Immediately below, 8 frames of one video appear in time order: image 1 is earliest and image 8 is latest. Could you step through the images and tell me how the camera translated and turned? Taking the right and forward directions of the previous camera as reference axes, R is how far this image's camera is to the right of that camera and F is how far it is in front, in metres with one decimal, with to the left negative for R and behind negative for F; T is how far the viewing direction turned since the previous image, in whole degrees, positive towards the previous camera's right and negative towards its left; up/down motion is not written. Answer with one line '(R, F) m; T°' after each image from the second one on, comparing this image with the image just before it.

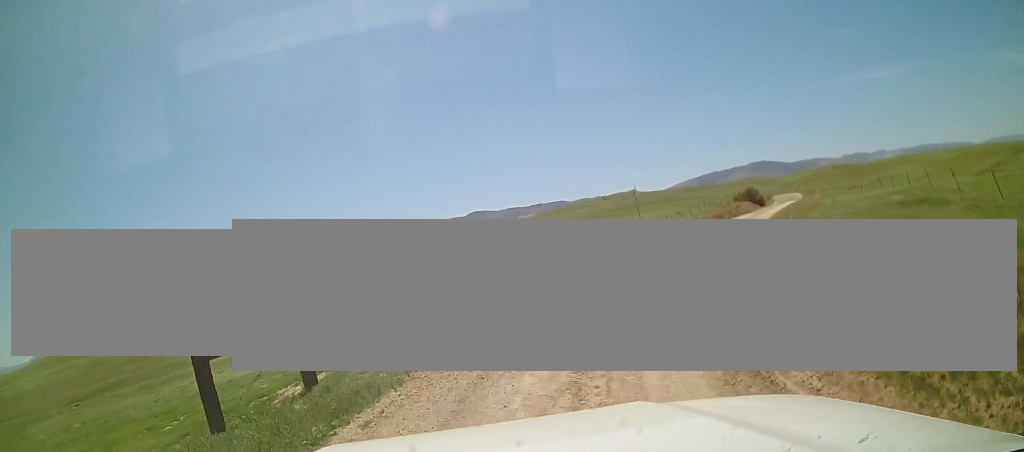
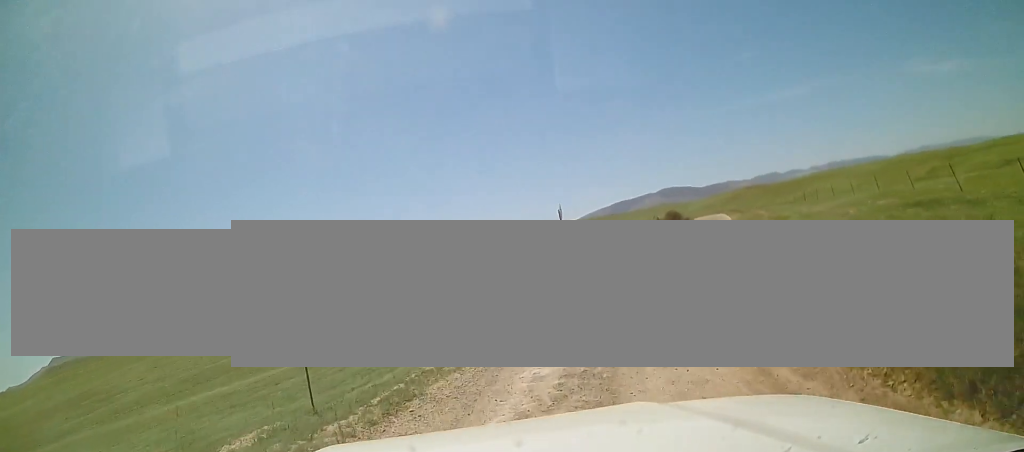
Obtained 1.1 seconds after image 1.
(+0.2, +6.2) m; +7°
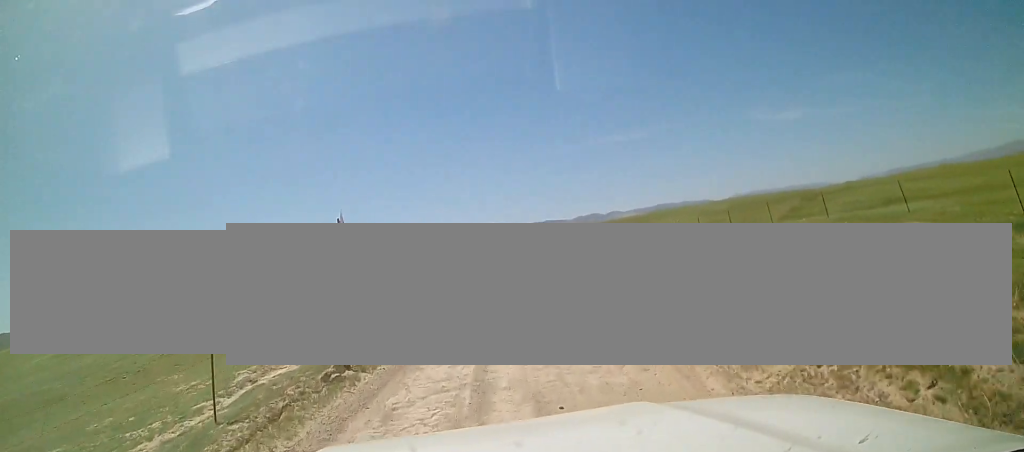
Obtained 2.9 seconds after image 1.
(+1.7, +11.3) m; +15°
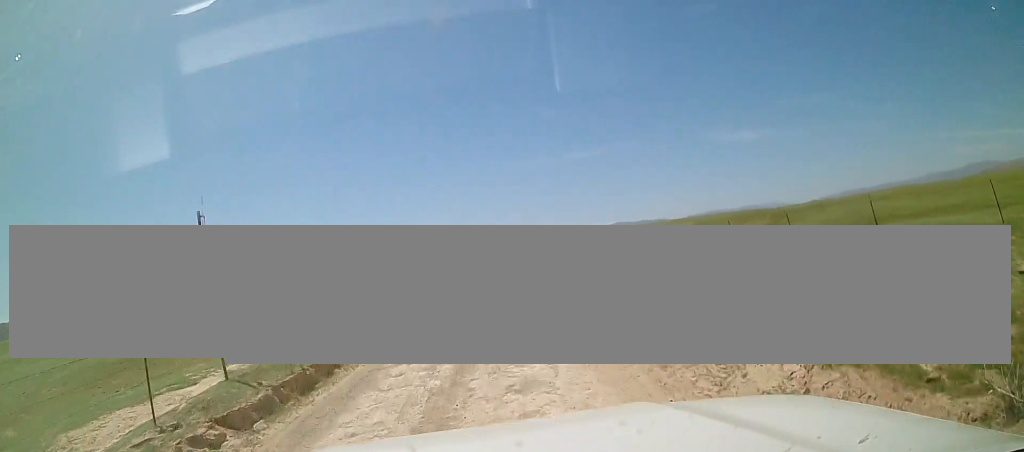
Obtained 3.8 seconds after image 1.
(+0.2, +5.6) m; +6°
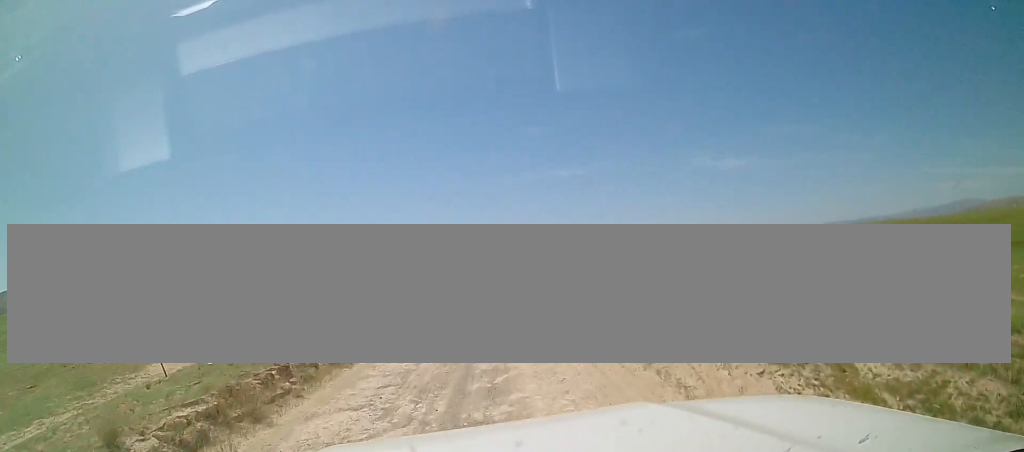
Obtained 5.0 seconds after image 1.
(+0.7, +8.9) m; +5°
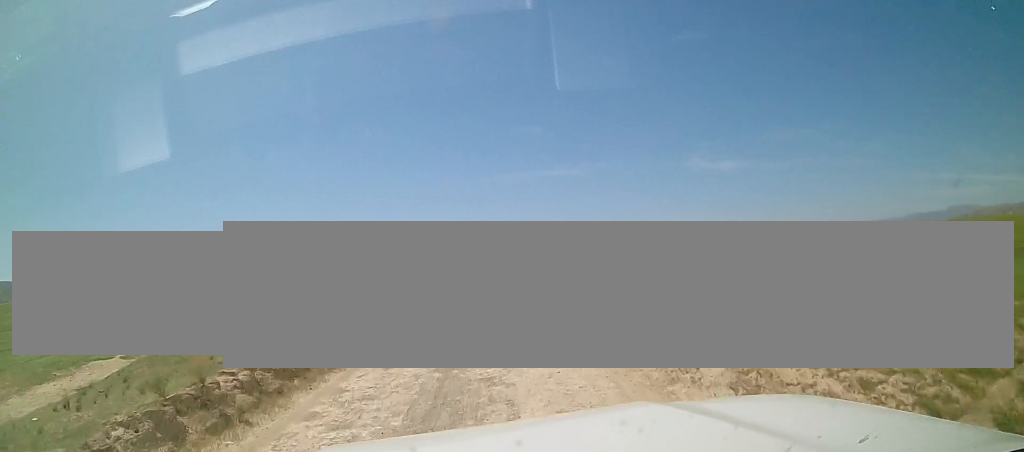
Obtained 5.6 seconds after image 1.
(0.0, +5.0) m; +1°
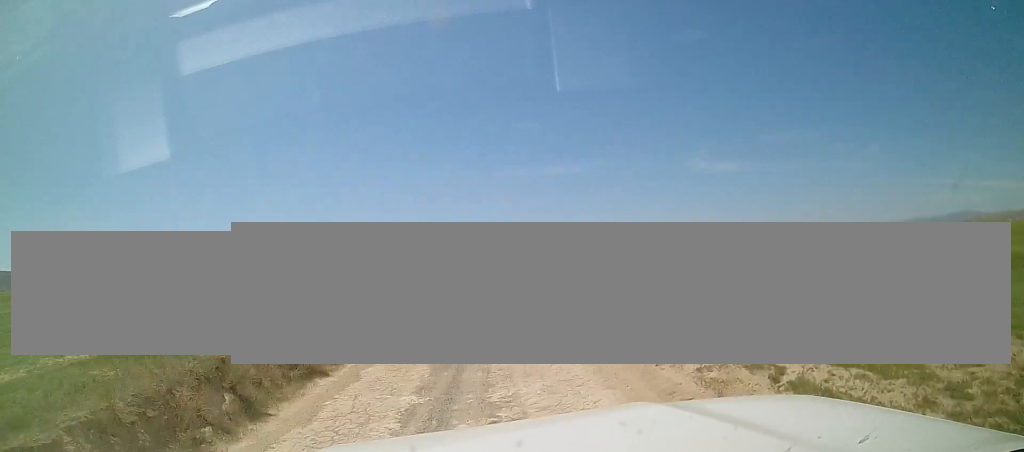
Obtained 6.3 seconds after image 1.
(+0.1, +5.5) m; +1°
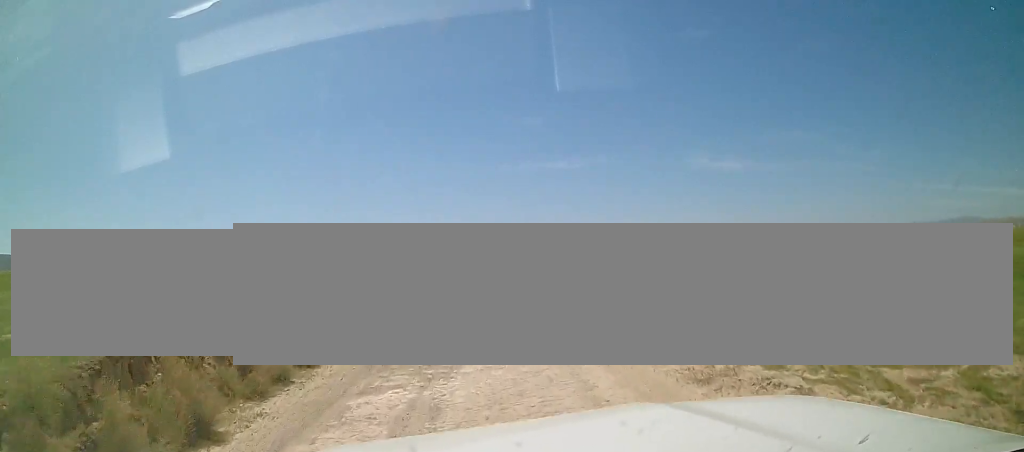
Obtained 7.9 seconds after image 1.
(+0.1, +13.6) m; 0°
